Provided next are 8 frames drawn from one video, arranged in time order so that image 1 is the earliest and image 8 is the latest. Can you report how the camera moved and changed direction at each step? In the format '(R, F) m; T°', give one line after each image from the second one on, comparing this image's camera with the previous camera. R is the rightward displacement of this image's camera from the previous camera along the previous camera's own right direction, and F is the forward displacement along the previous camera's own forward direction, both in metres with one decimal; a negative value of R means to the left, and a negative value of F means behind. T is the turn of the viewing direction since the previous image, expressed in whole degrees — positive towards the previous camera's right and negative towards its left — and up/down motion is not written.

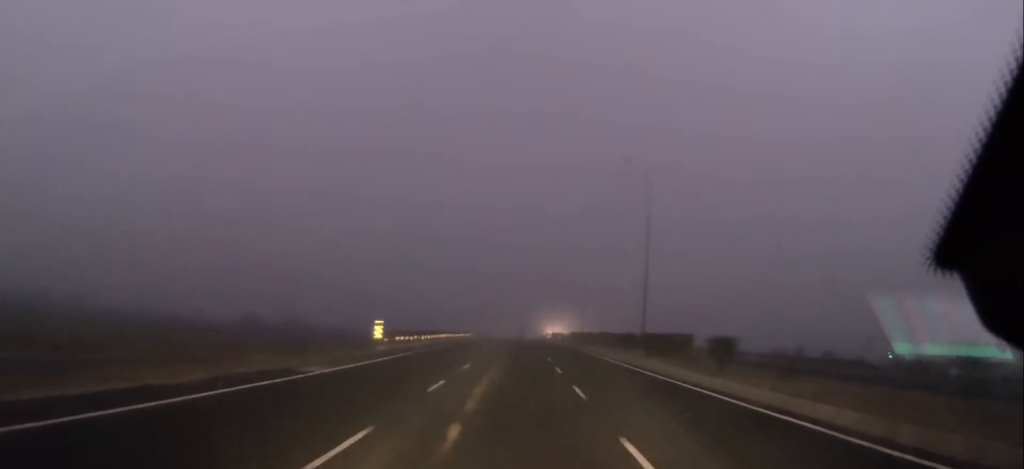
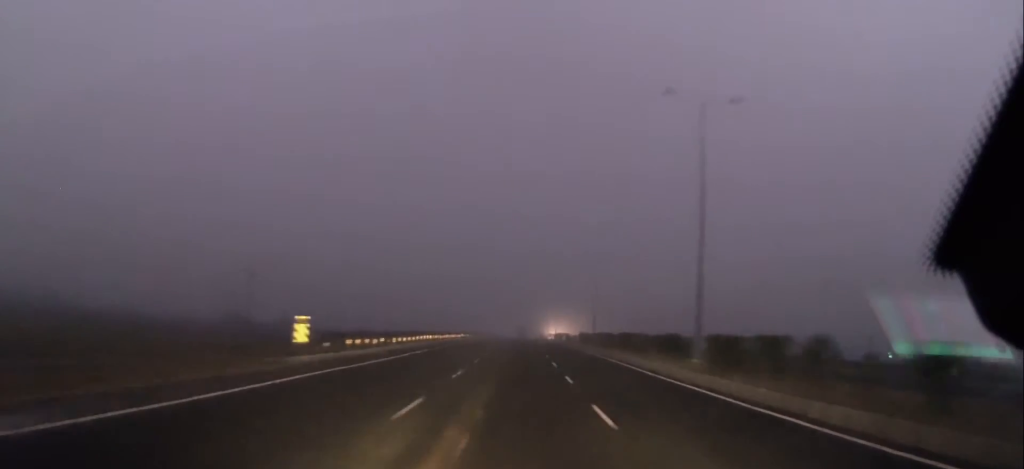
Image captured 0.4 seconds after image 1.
(-0.2, +13.4) m; 0°
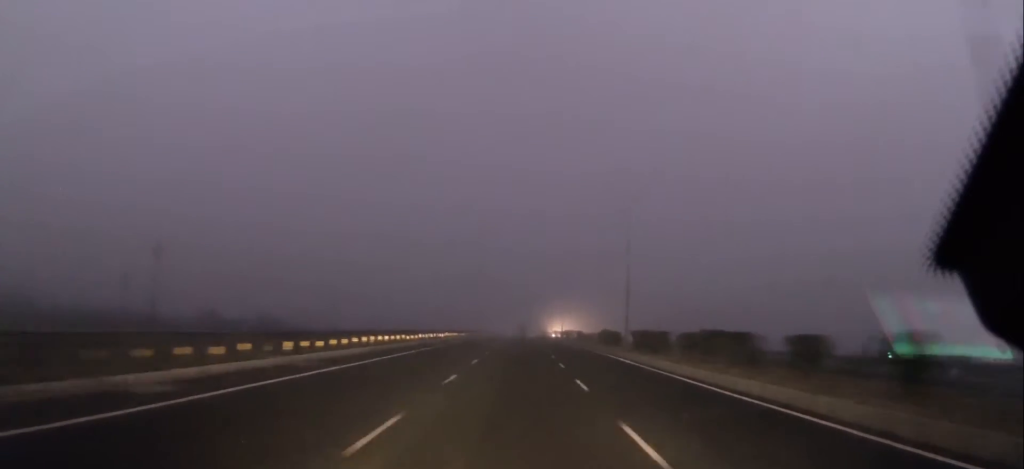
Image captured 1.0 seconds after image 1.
(-0.2, +21.2) m; 0°
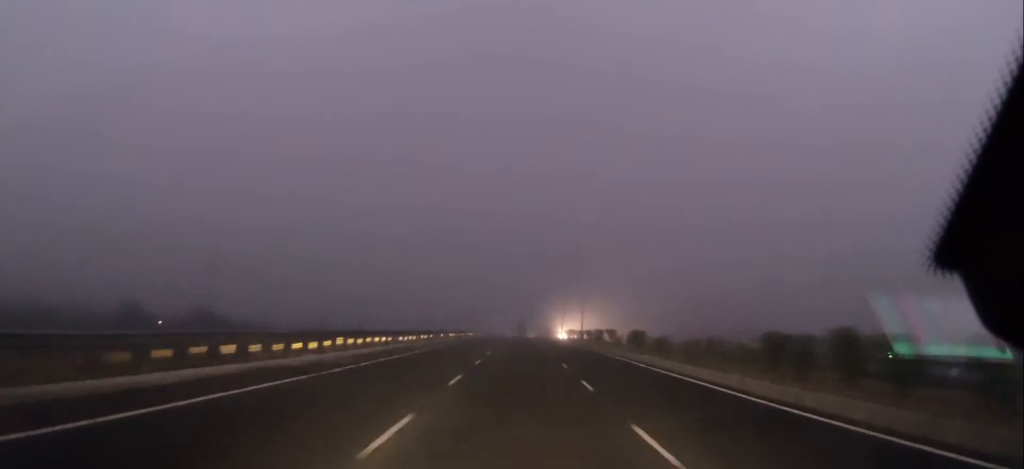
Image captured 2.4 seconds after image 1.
(0.0, +45.5) m; +1°
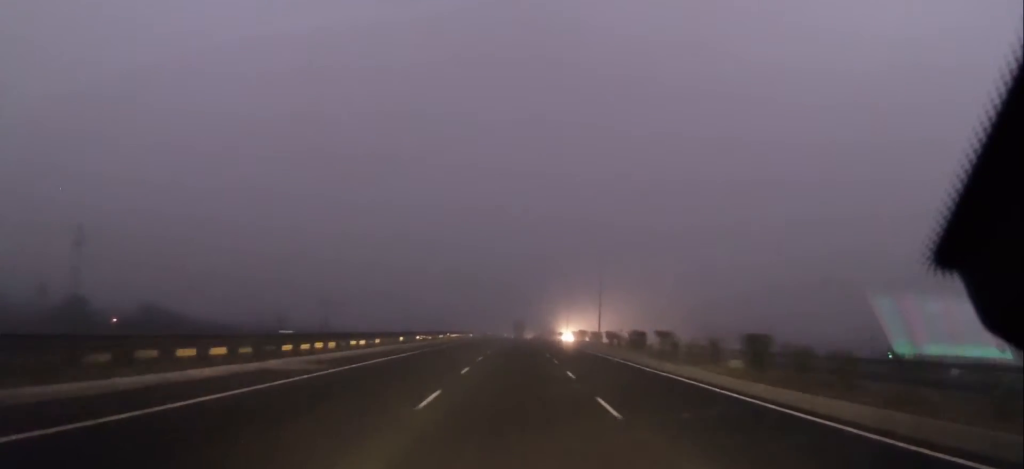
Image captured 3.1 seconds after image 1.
(+0.1, +22.9) m; +1°
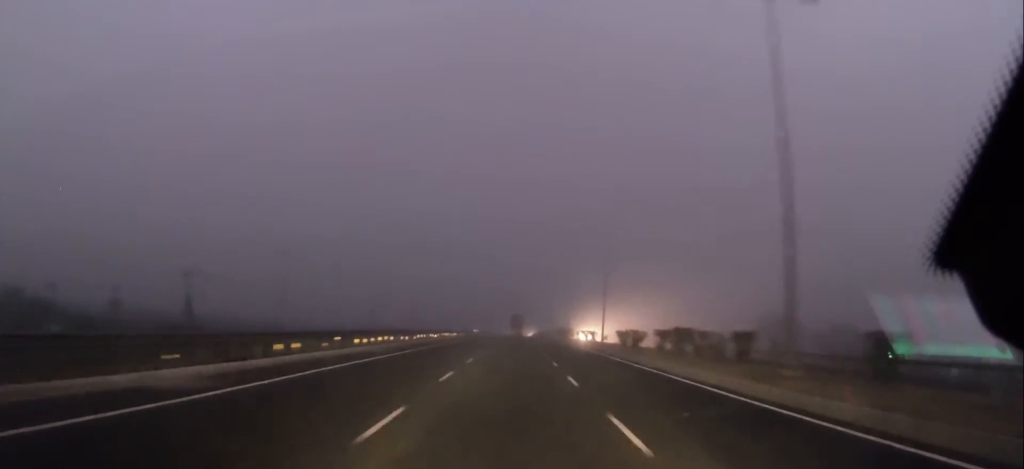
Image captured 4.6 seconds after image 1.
(0.0, +48.4) m; 0°
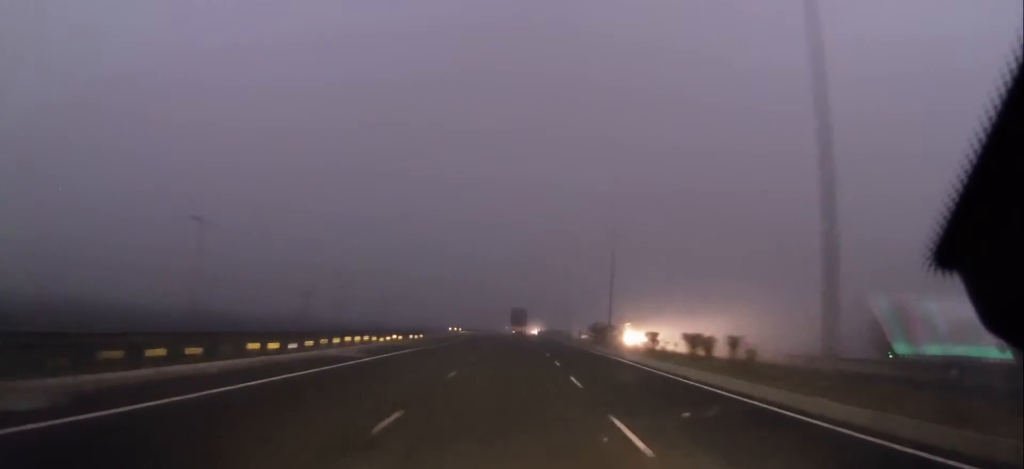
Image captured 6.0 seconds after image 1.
(+0.3, +44.9) m; 0°
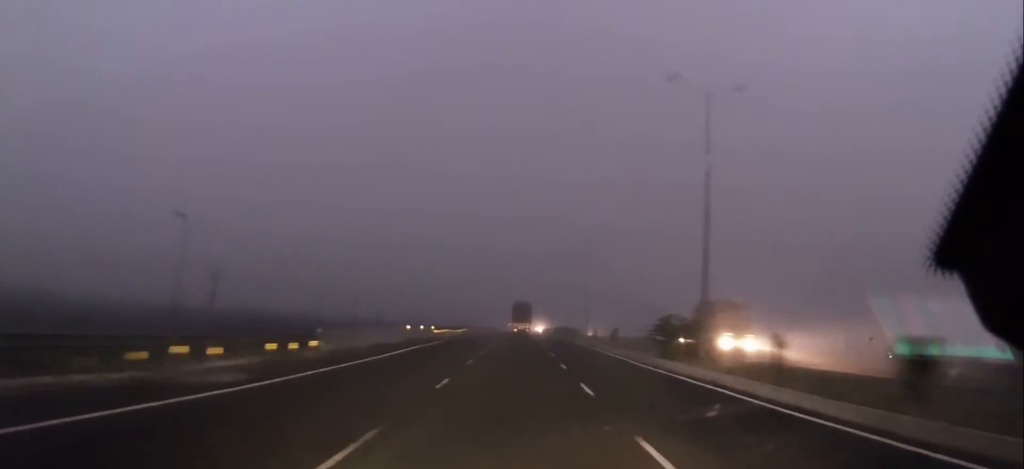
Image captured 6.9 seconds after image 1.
(-0.4, +29.2) m; -1°
